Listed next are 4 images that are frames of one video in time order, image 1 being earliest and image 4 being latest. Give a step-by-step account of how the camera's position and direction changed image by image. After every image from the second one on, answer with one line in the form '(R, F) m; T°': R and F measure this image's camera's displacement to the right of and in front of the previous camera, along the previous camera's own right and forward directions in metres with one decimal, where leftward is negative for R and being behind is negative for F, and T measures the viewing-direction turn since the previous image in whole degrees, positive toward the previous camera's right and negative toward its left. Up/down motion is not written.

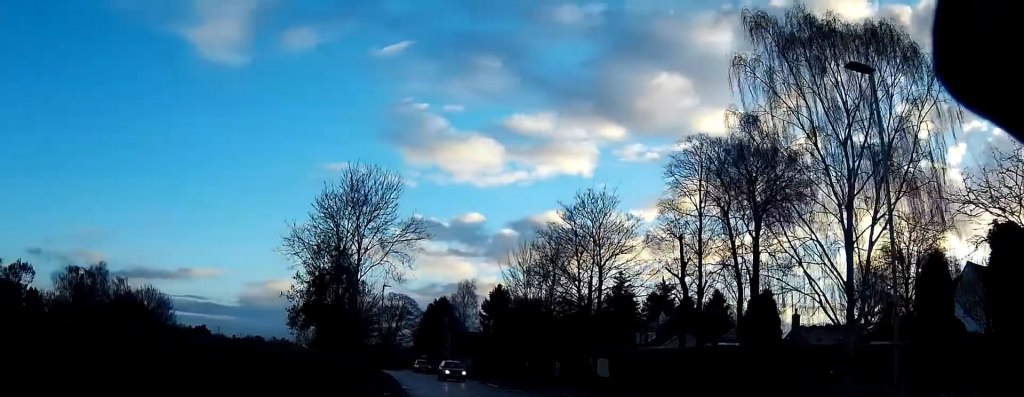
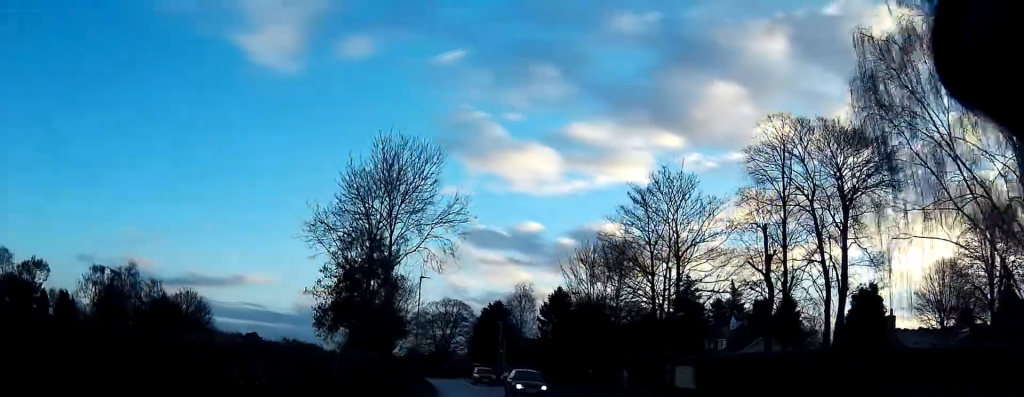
(0.0, +8.3) m; -4°
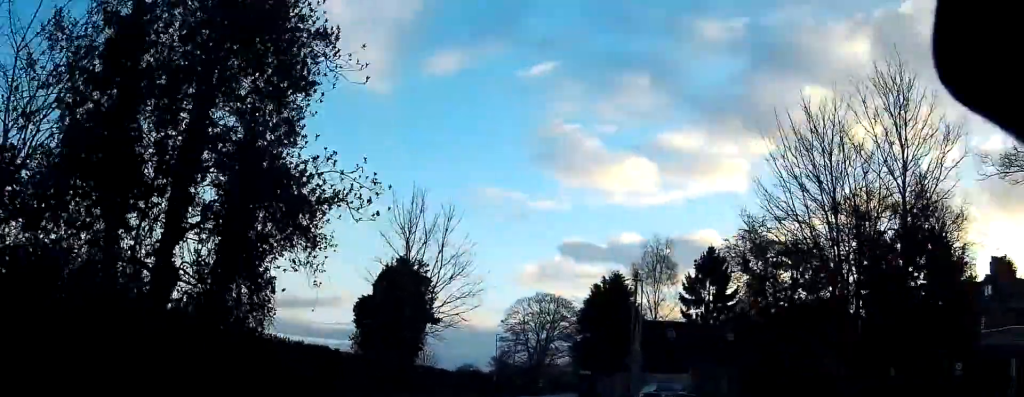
(-5.2, +39.0) m; -12°
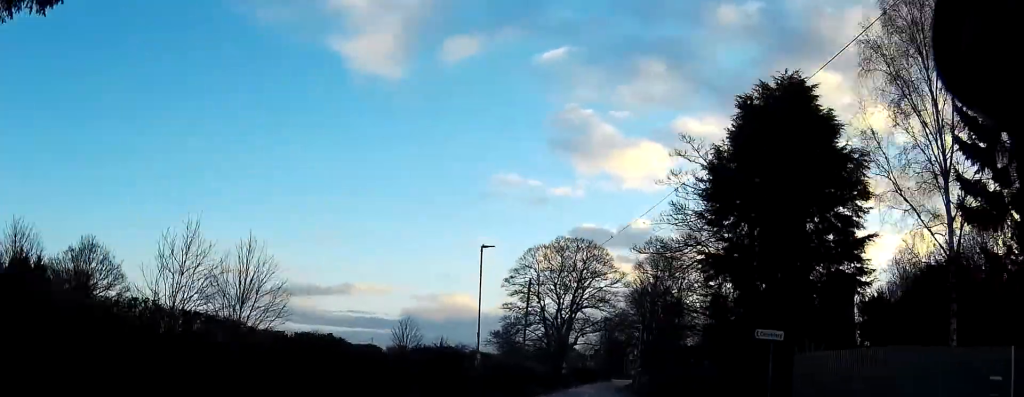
(-2.8, +43.5) m; -2°
